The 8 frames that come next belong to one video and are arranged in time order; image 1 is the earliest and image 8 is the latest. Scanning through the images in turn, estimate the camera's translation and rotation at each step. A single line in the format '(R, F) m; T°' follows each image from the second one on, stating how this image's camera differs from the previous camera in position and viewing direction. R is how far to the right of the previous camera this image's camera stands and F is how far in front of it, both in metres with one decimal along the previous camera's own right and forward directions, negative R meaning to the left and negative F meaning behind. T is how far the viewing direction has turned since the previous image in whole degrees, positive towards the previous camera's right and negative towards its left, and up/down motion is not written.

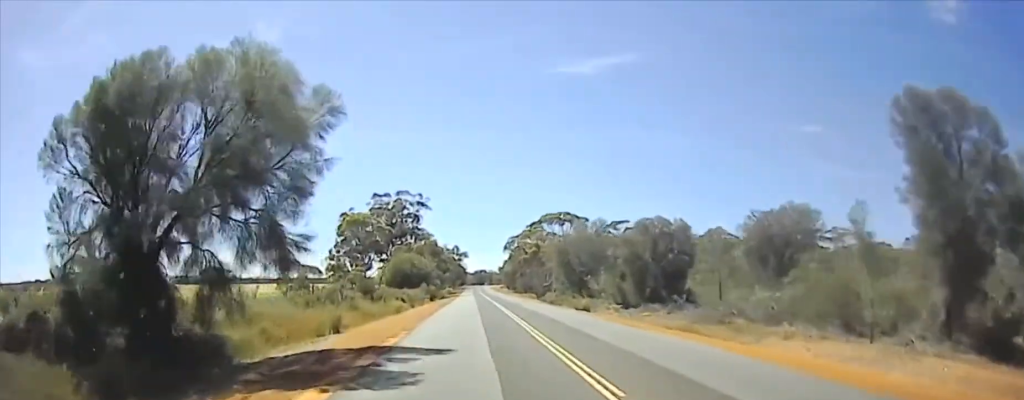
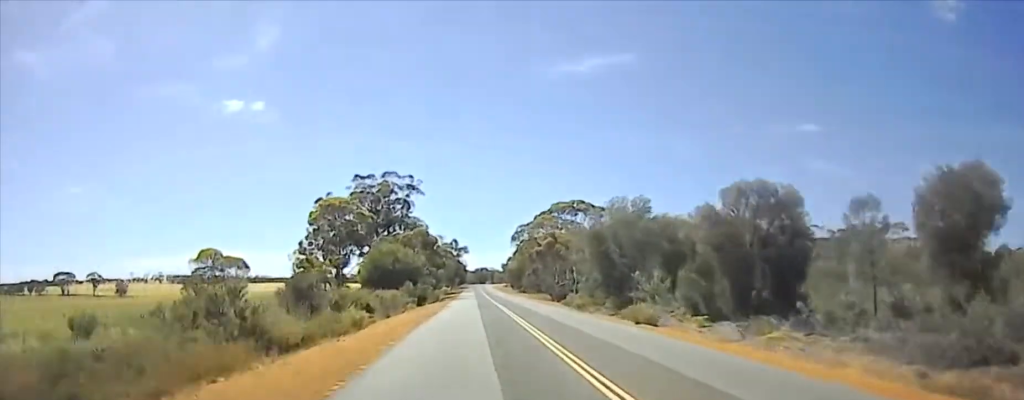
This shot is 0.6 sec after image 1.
(+0.1, +15.7) m; -1°
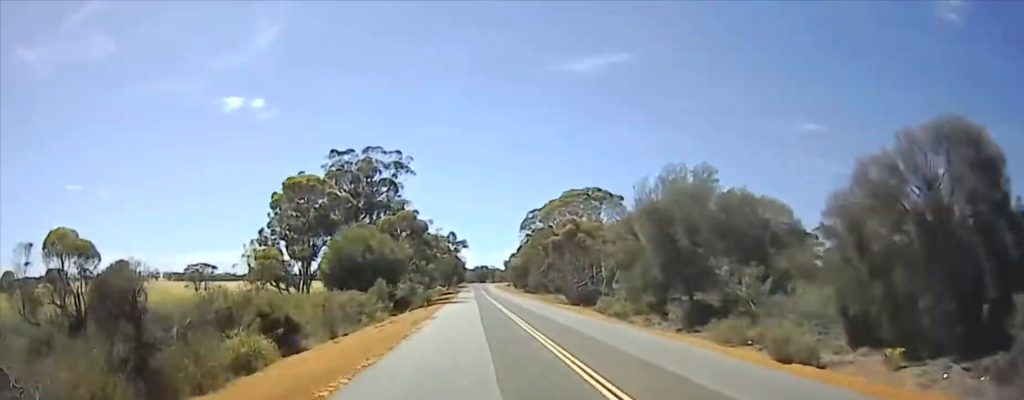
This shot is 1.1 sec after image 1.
(-0.2, +14.2) m; -1°
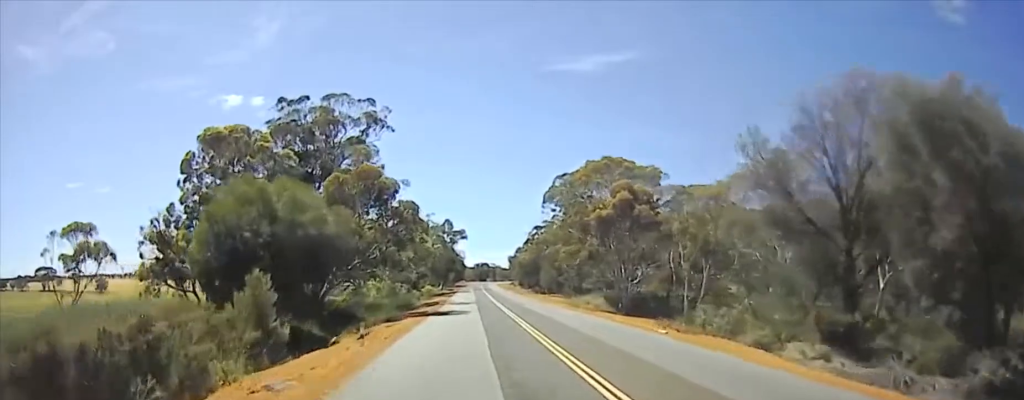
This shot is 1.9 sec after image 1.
(-0.4, +20.0) m; -1°
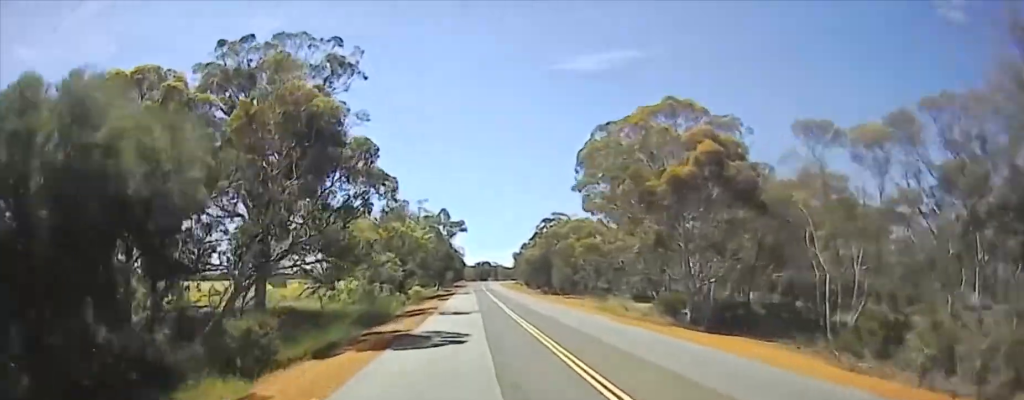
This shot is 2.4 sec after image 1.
(-0.1, +14.3) m; +1°
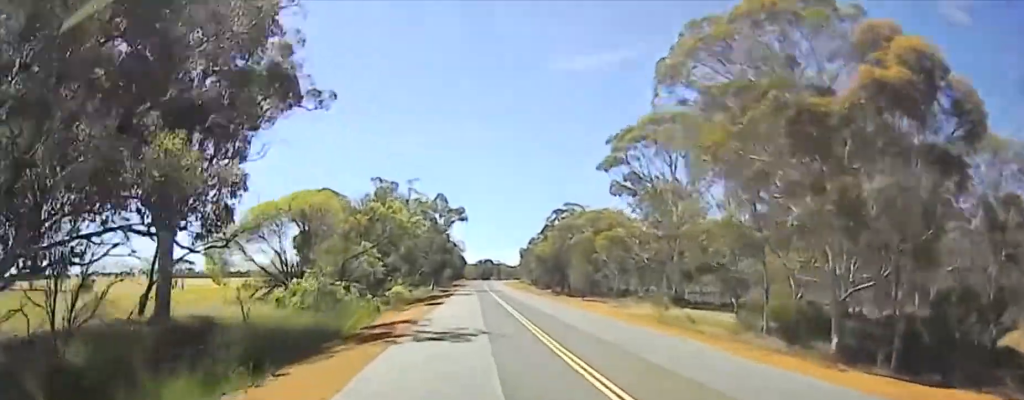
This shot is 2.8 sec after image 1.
(-0.2, +13.4) m; +1°
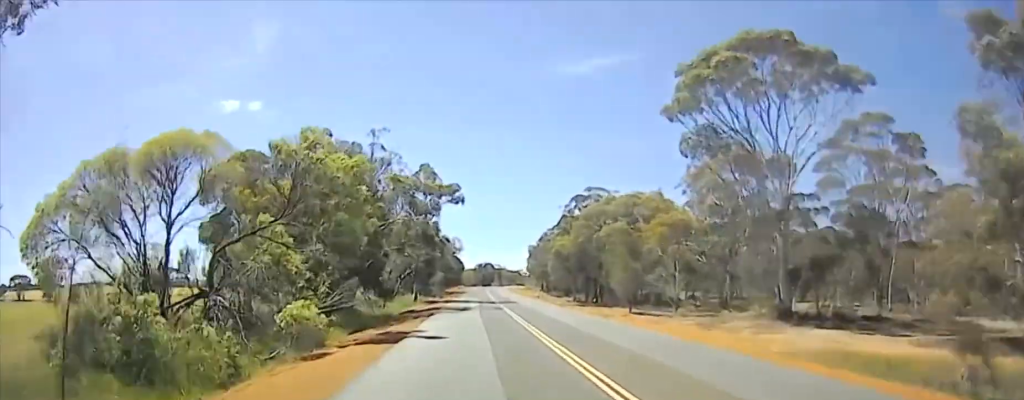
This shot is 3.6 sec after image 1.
(+0.6, +22.4) m; +1°
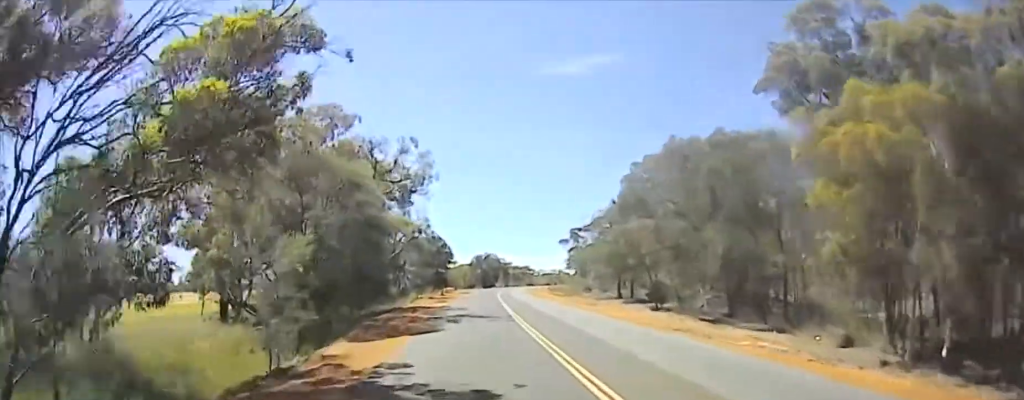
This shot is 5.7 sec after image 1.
(+0.5, +71.2) m; +1°
